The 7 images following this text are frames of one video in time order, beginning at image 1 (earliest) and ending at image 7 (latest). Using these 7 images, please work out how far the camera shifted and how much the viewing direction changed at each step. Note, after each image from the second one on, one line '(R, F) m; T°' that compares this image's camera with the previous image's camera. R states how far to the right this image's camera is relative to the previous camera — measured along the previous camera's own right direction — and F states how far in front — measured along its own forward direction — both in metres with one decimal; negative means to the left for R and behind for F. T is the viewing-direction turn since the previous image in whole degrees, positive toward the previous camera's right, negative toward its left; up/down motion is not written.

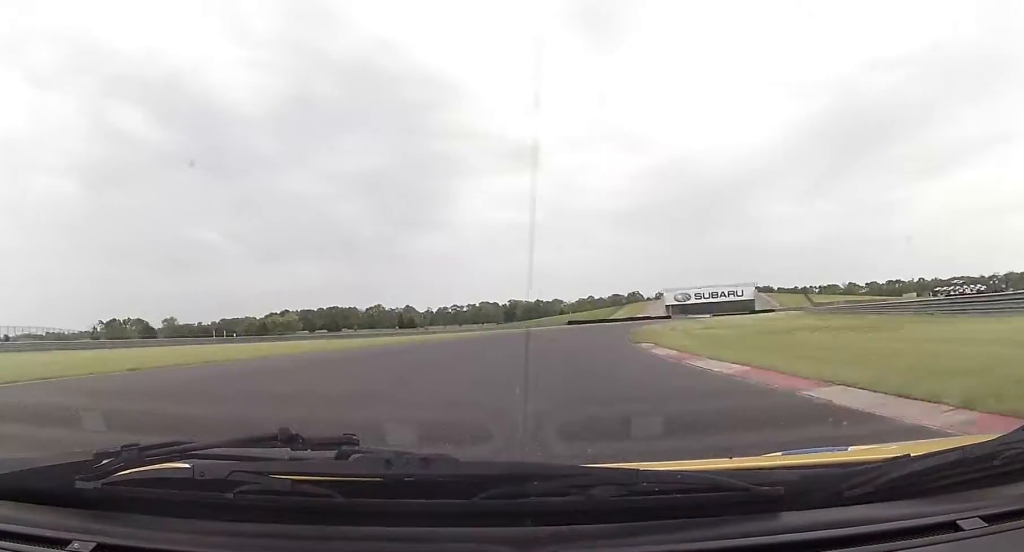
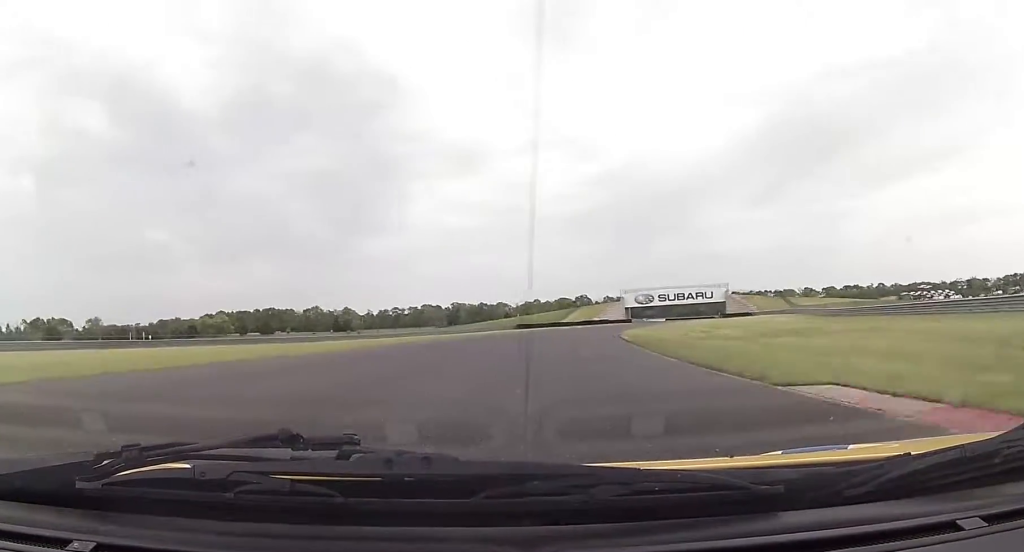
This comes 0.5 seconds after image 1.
(-0.2, +20.3) m; +4°
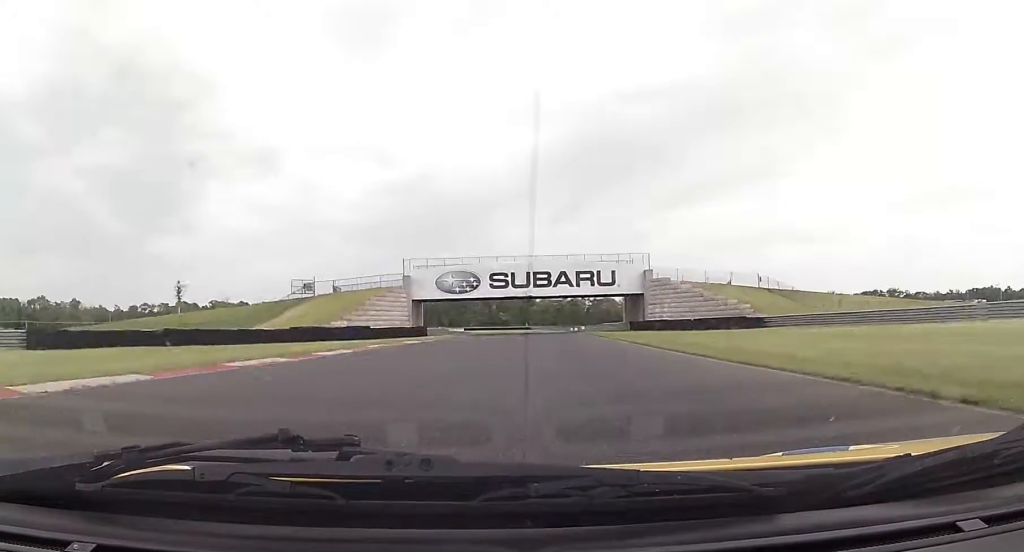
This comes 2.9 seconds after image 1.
(+16.4, +92.4) m; +18°
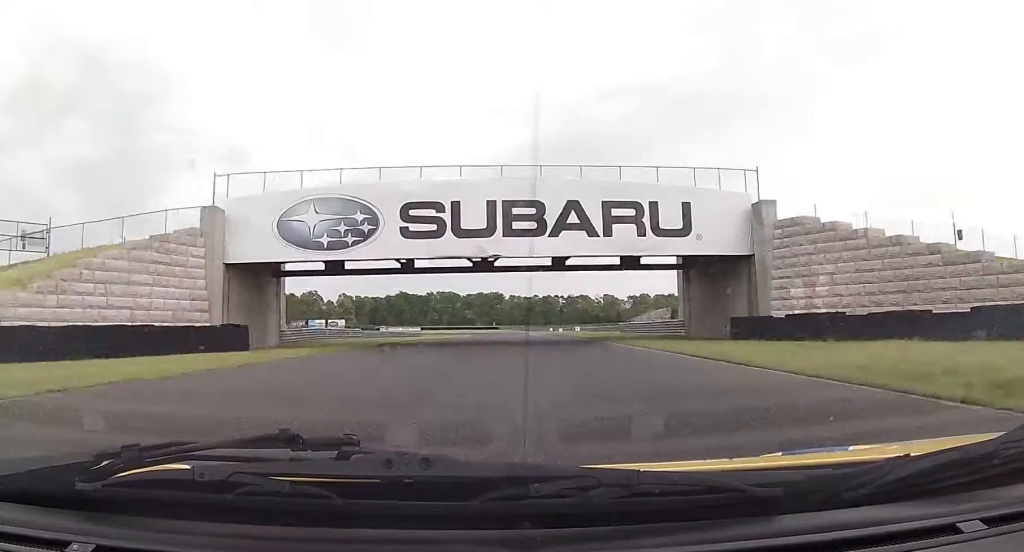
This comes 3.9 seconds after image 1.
(+2.5, +41.7) m; +5°
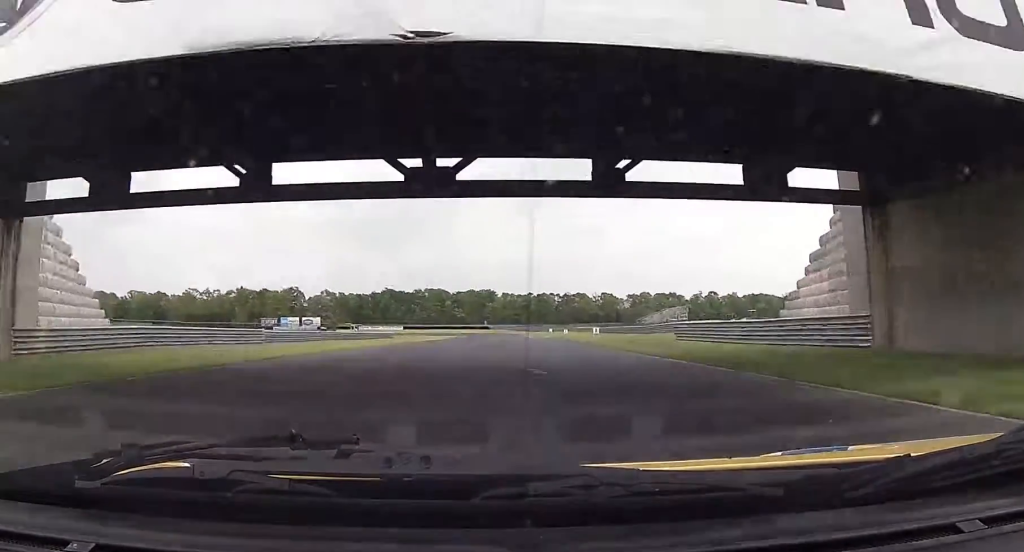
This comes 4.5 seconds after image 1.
(+0.2, +24.0) m; +2°
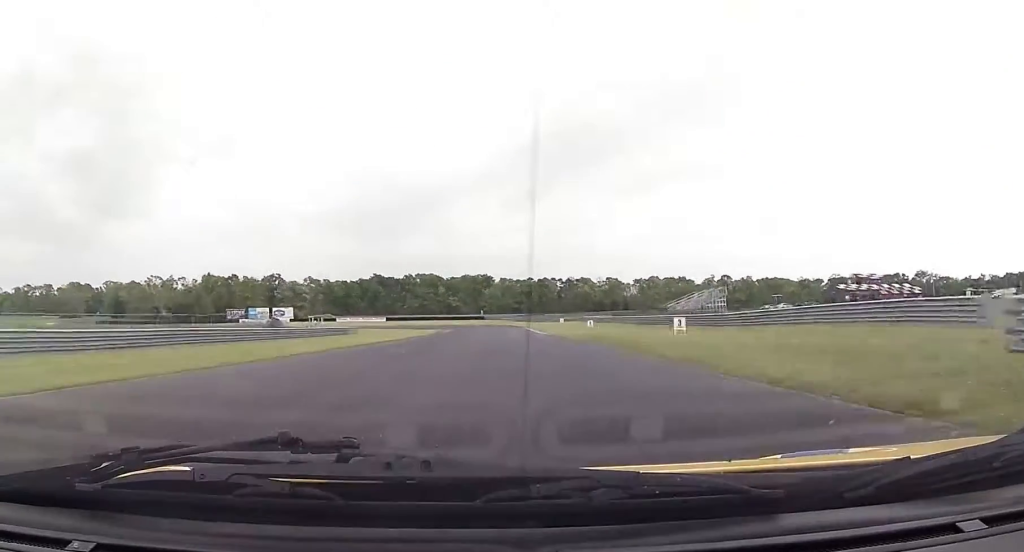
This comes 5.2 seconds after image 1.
(+0.6, +29.1) m; +2°
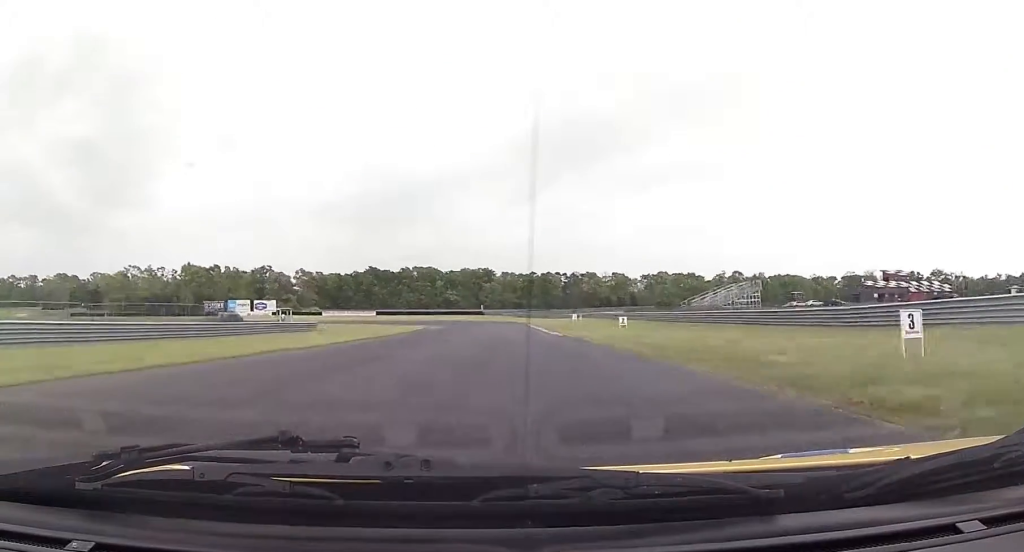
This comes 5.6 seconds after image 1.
(+0.1, +17.8) m; +1°
